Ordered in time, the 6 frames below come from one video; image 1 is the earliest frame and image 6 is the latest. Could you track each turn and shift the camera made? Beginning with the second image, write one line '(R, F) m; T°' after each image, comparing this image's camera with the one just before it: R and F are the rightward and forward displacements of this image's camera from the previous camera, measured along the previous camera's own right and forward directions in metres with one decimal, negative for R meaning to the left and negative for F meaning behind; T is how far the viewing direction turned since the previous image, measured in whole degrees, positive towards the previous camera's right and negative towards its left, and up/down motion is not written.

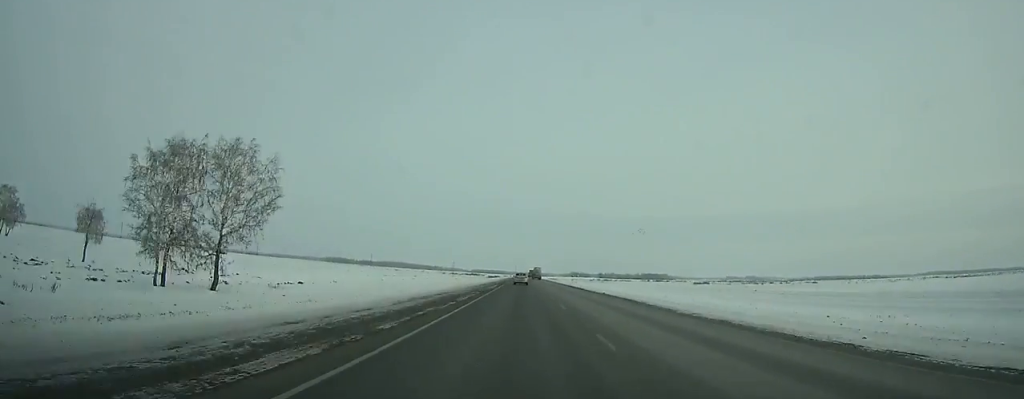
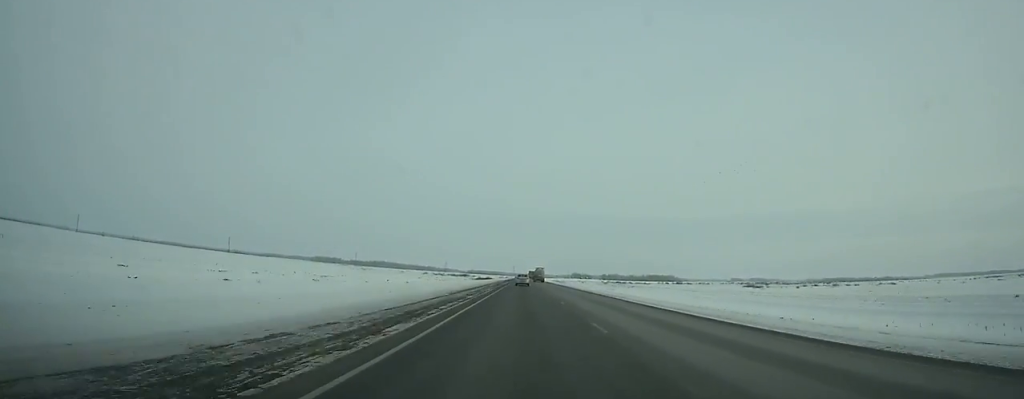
(0.0, +92.2) m; 0°
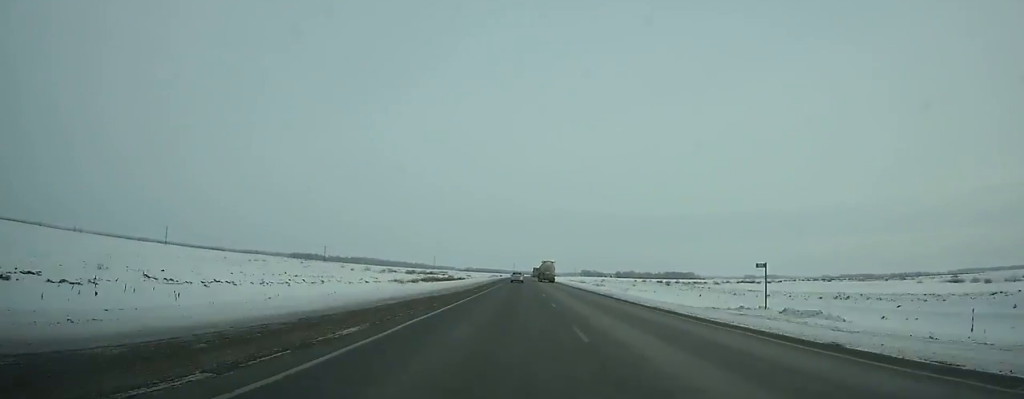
(-0.5, +171.9) m; -1°
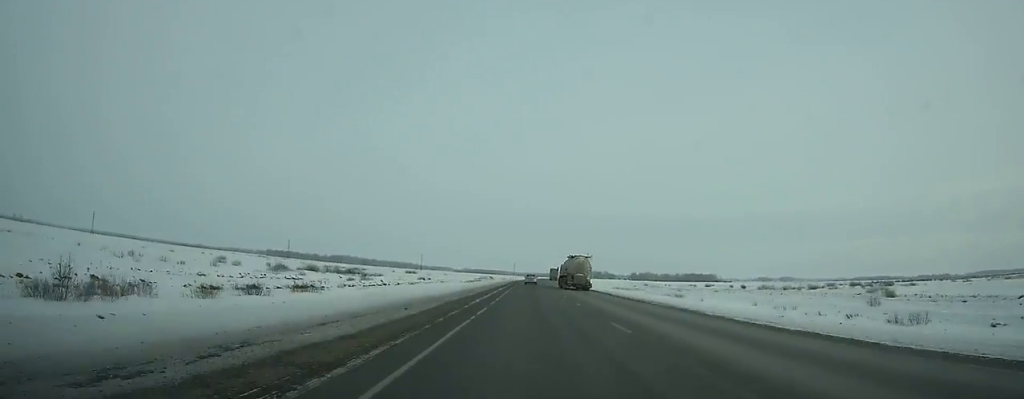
(-0.1, +144.4) m; +1°
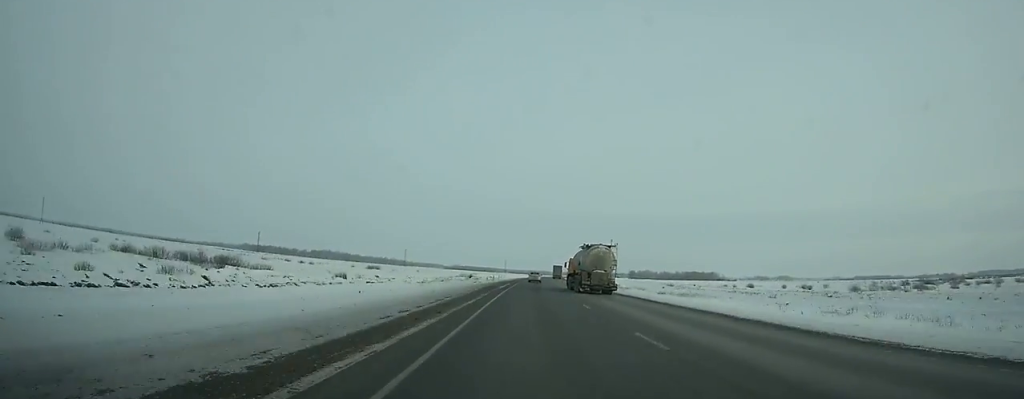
(+0.1, +63.8) m; +1°
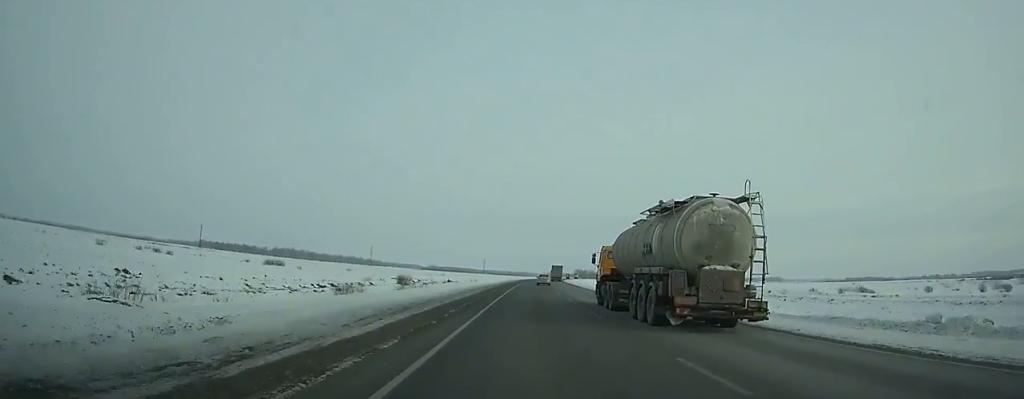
(+1.1, +87.6) m; +2°
